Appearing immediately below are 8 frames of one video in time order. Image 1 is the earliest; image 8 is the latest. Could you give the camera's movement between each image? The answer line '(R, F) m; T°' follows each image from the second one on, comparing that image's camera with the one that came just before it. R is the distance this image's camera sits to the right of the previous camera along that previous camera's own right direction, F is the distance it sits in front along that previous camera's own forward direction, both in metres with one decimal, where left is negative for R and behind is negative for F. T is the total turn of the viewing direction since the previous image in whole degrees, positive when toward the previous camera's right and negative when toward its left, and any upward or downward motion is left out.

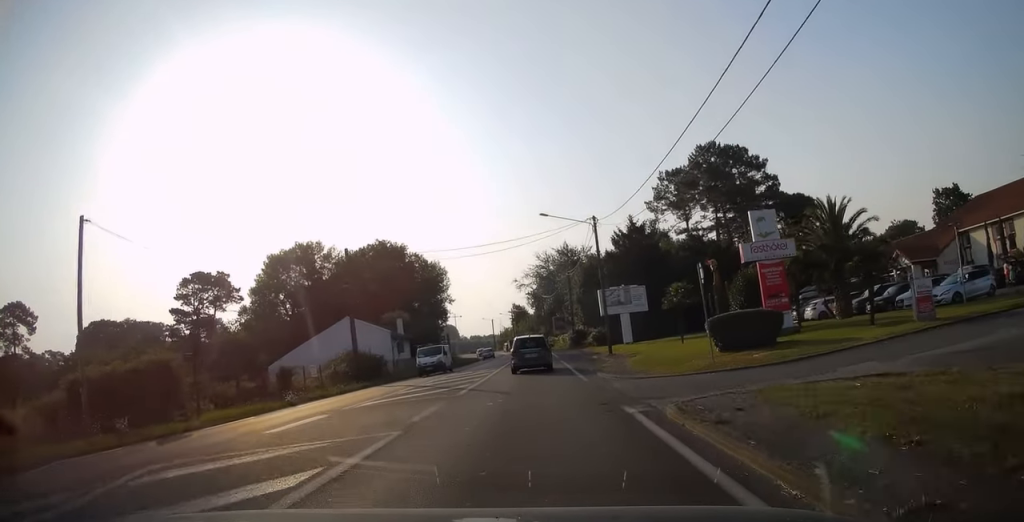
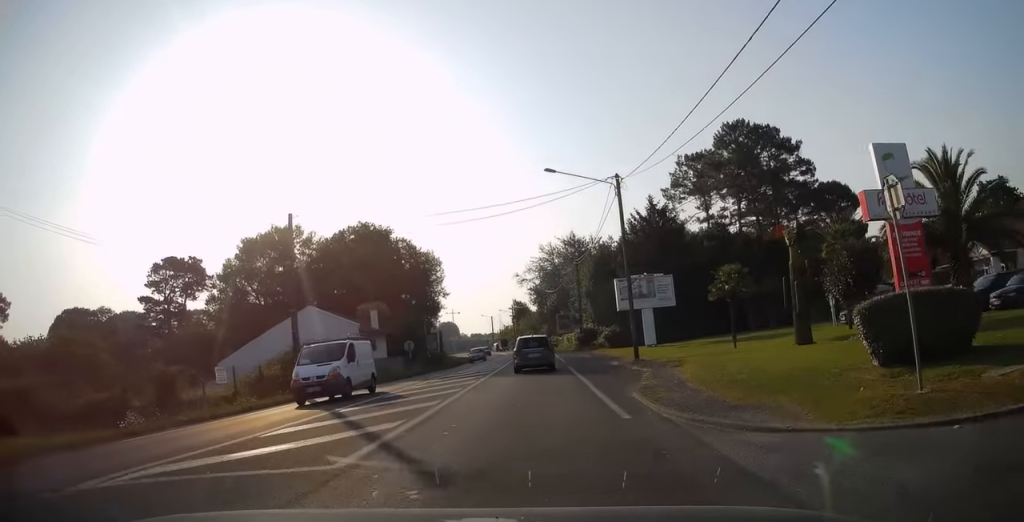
(0.0, +10.2) m; 0°
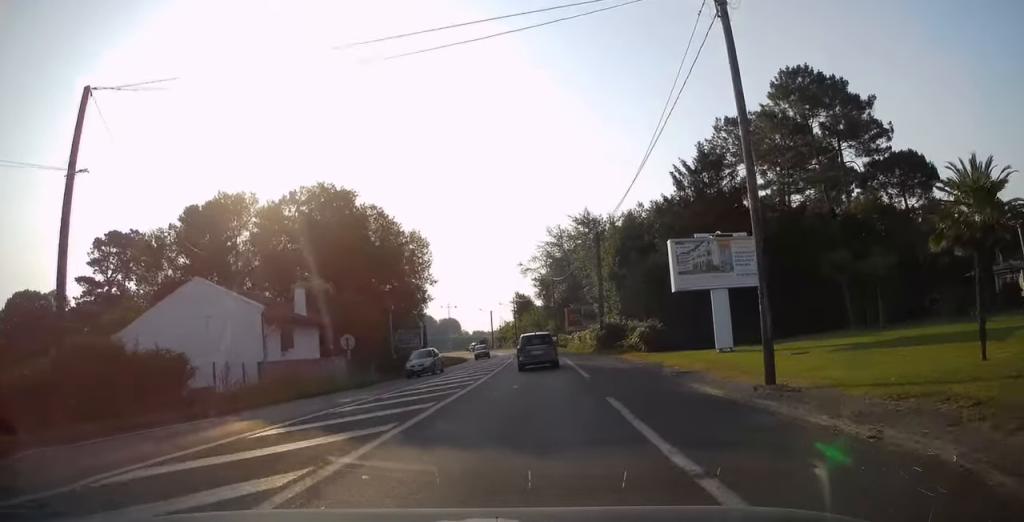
(0.0, +17.1) m; 0°
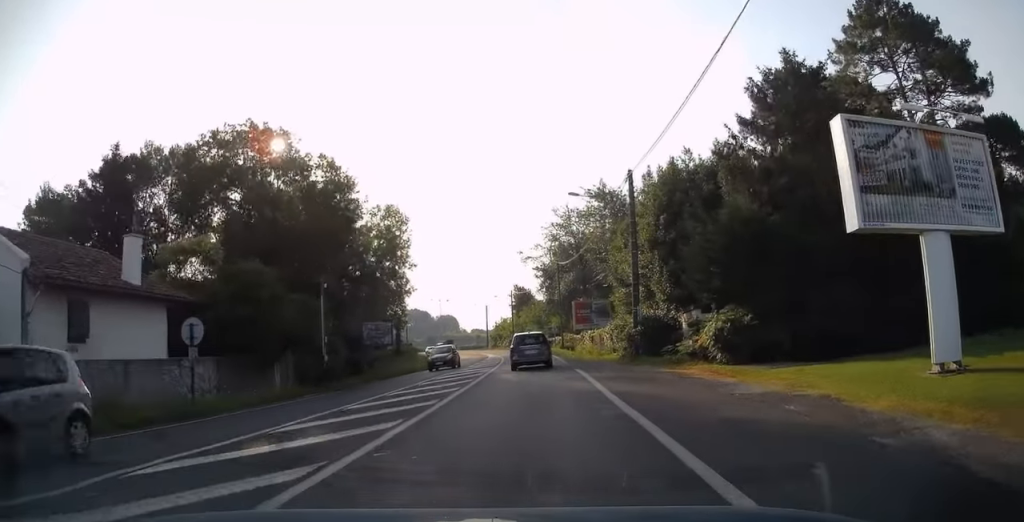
(0.0, +15.9) m; 0°
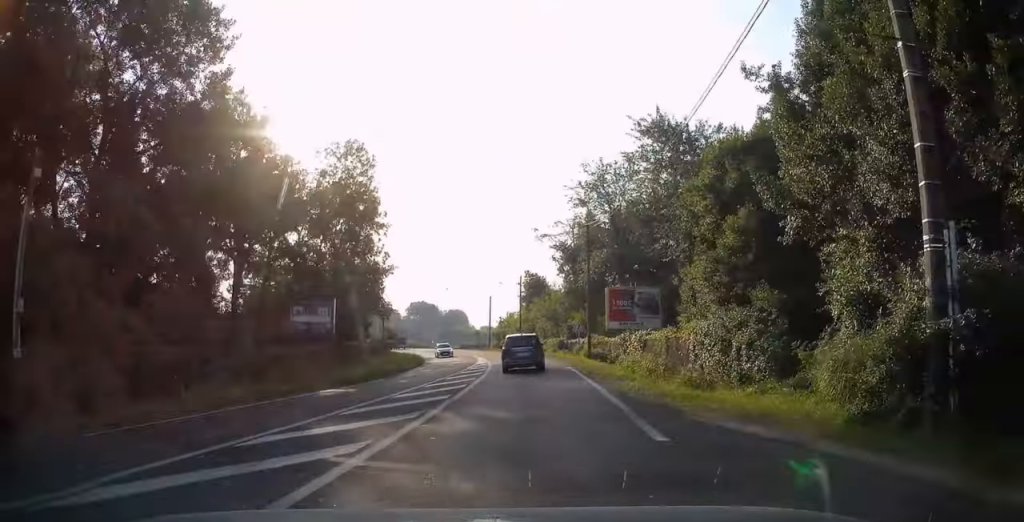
(-0.4, +22.5) m; -3°
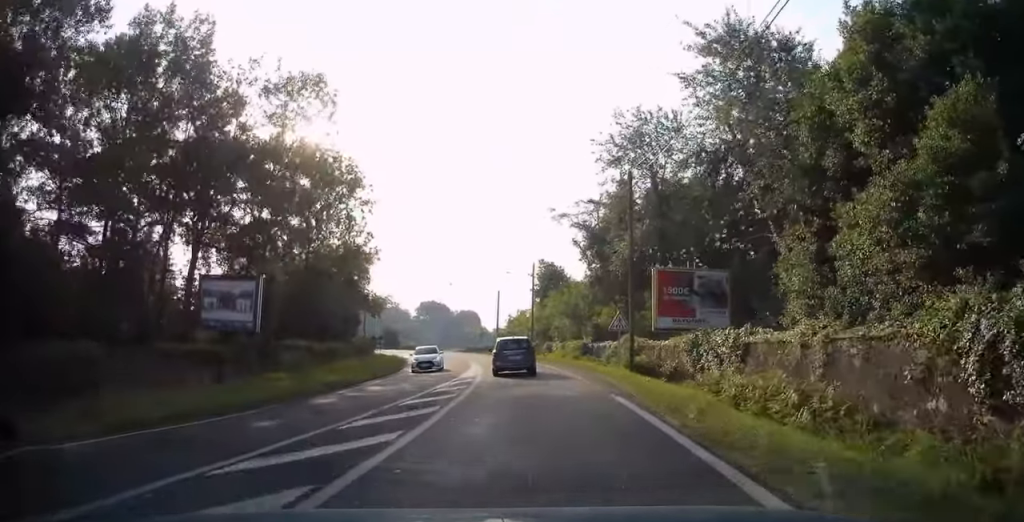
(-0.3, +14.2) m; -2°
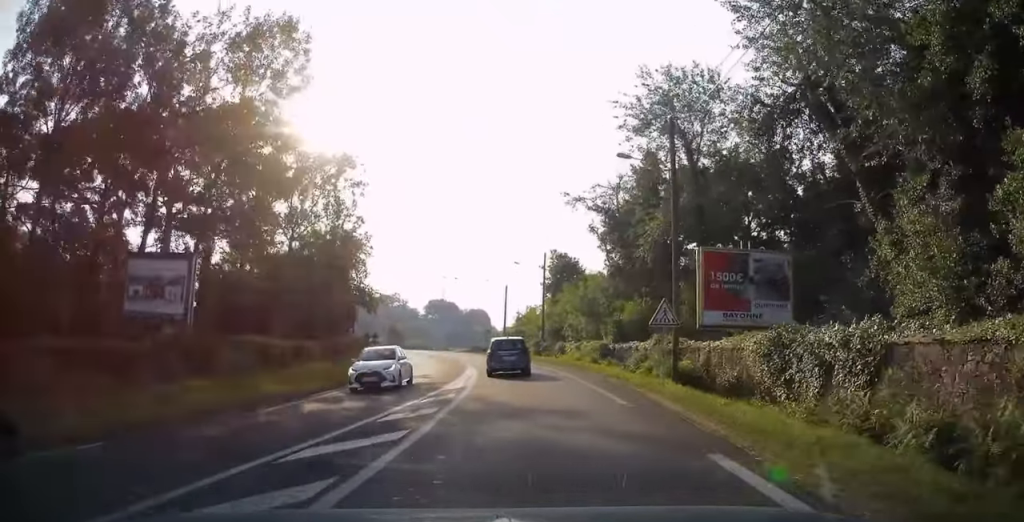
(+0.1, +7.3) m; -1°
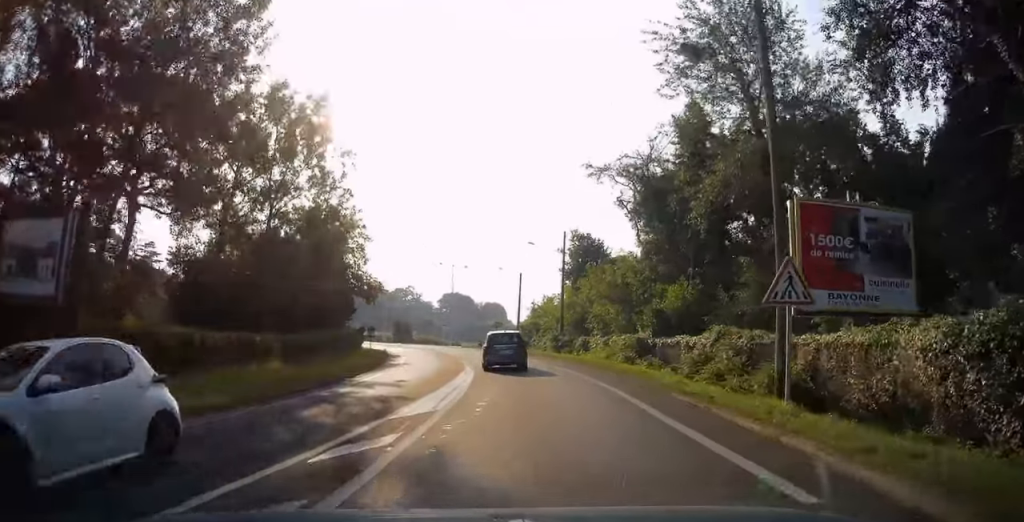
(-0.2, +8.3) m; -2°
